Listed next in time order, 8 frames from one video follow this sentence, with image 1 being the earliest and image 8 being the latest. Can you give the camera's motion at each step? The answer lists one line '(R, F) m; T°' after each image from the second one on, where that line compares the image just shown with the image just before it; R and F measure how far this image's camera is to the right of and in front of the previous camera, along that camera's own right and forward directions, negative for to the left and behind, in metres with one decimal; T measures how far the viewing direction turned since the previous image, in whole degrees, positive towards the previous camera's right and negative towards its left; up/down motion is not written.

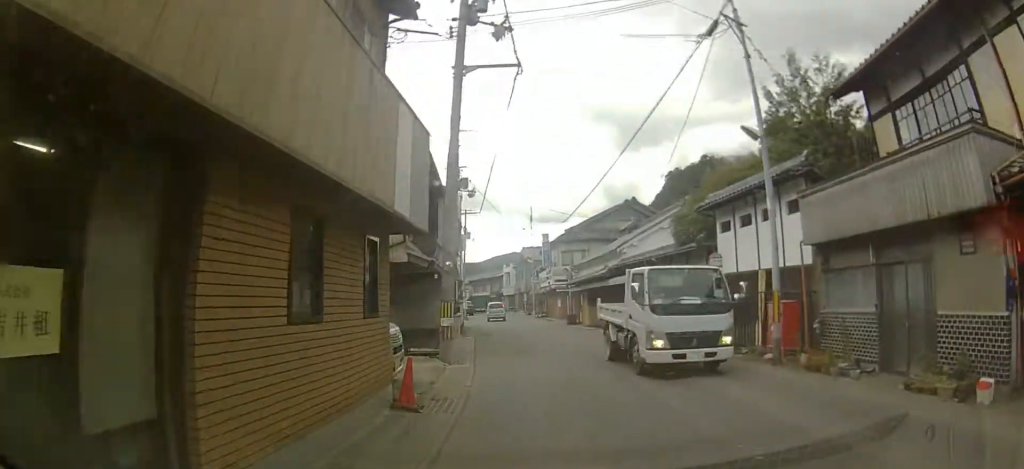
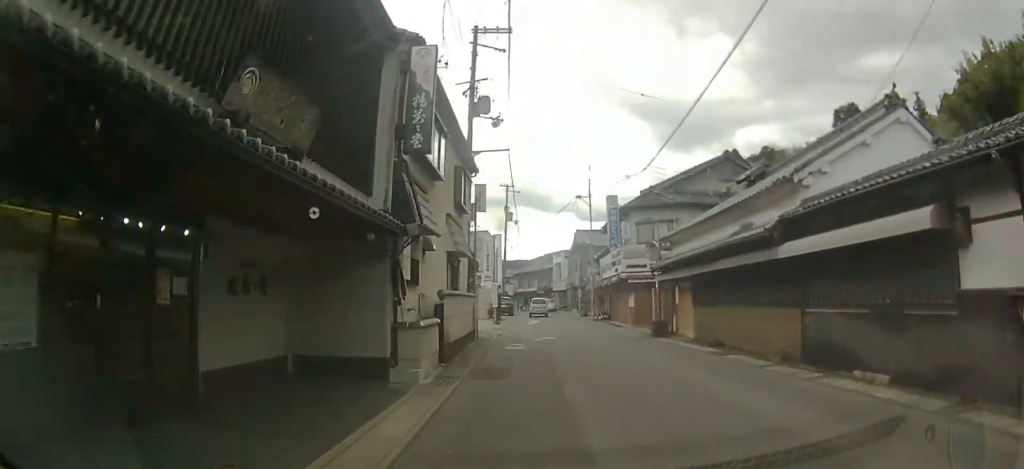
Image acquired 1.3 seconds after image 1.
(-1.1, +12.9) m; -10°
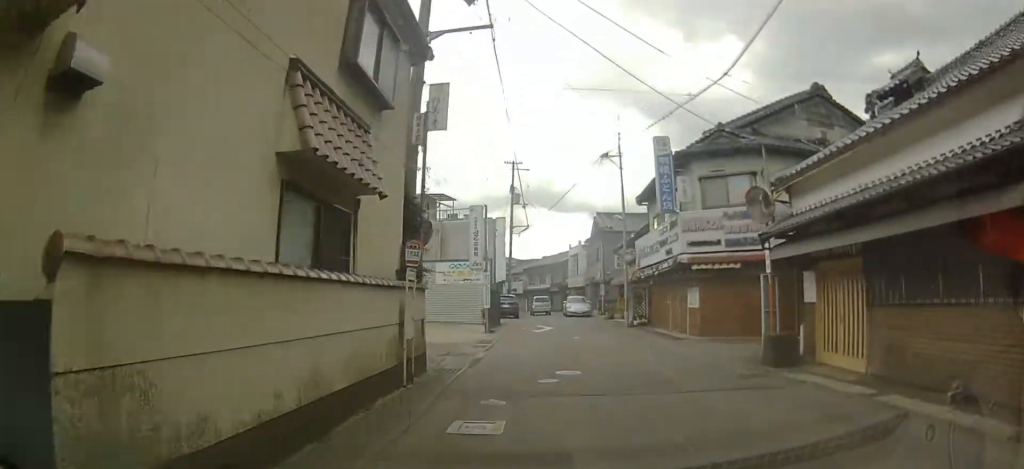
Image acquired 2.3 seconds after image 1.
(-0.6, +9.9) m; -5°
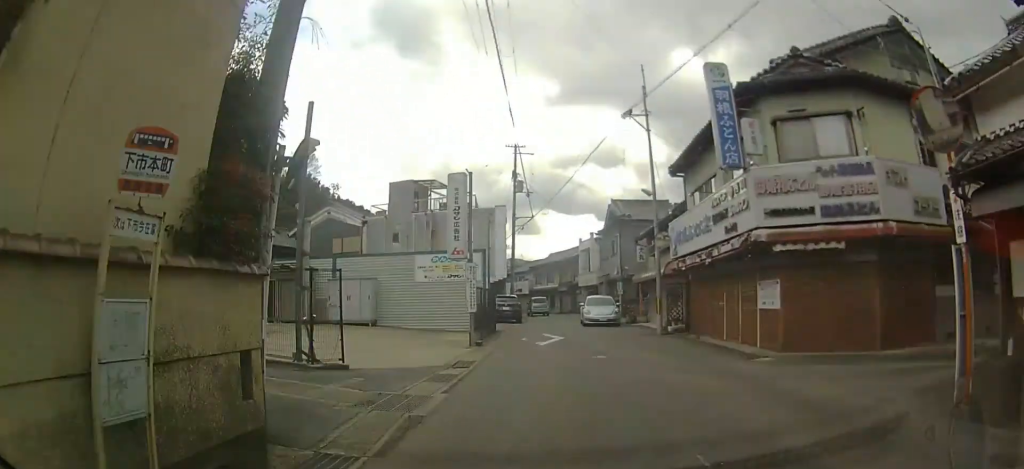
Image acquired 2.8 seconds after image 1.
(-0.1, +5.8) m; -2°
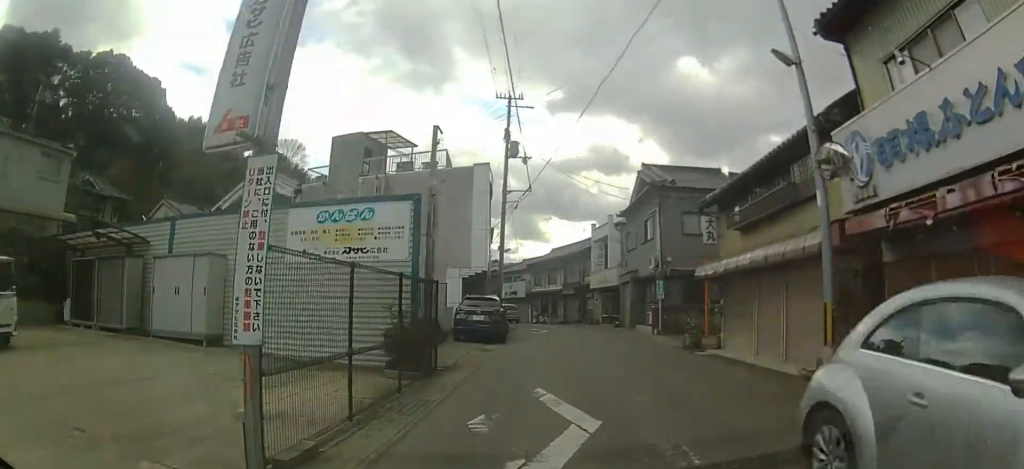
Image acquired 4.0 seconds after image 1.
(-0.3, +12.6) m; -1°
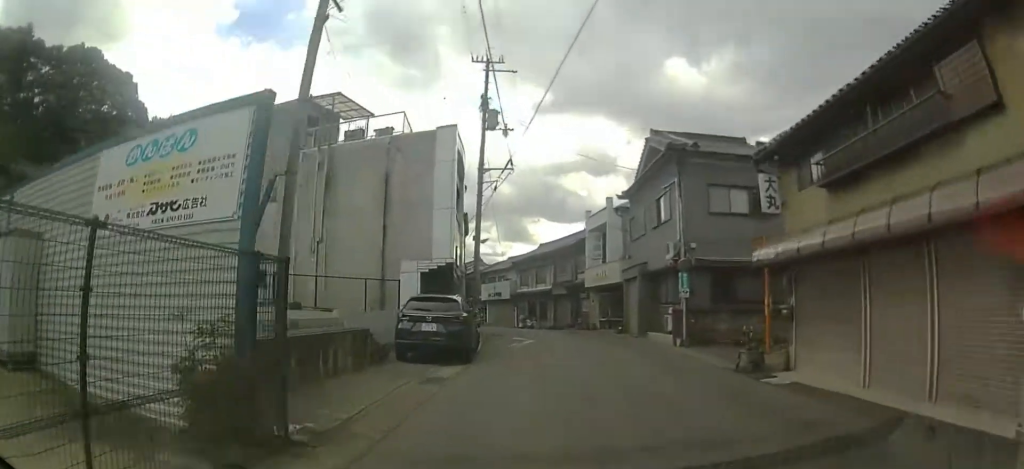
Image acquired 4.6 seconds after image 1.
(-0.1, +5.9) m; +1°
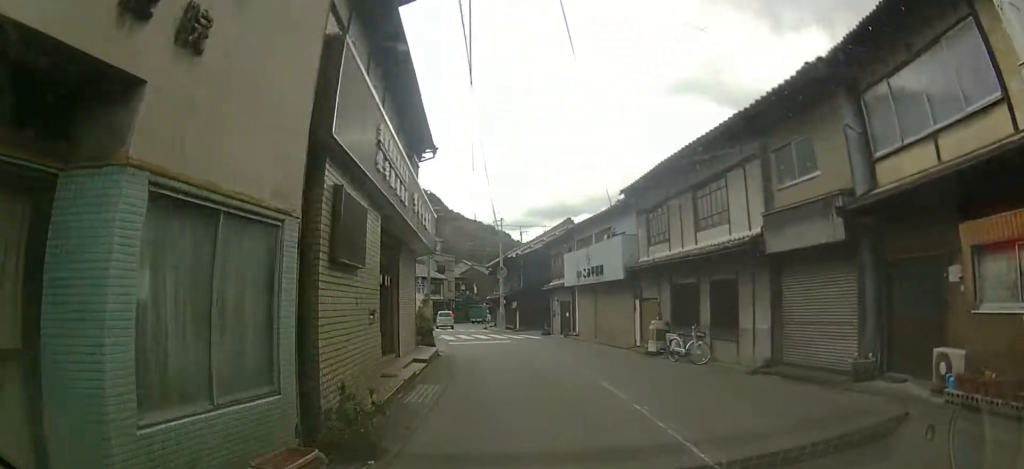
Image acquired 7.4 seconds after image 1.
(+0.4, +26.9) m; +1°
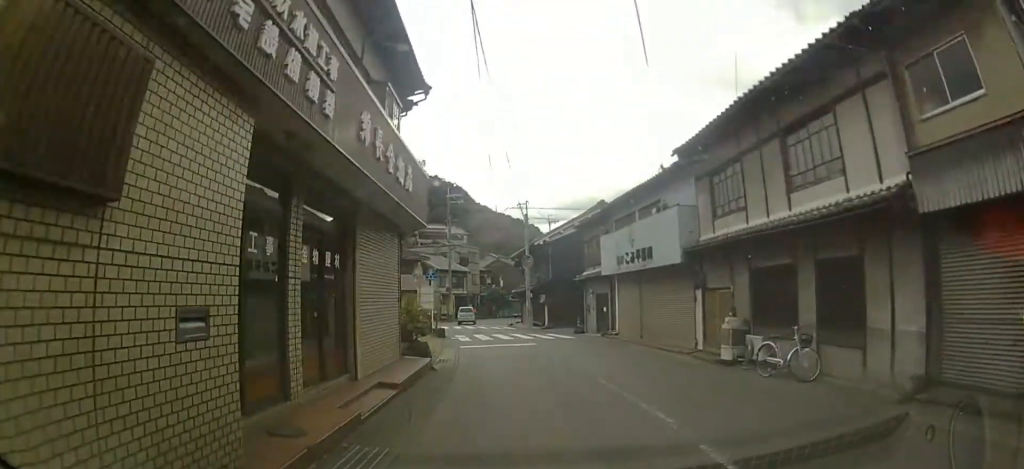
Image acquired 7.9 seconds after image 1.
(-0.1, +4.4) m; -2°
